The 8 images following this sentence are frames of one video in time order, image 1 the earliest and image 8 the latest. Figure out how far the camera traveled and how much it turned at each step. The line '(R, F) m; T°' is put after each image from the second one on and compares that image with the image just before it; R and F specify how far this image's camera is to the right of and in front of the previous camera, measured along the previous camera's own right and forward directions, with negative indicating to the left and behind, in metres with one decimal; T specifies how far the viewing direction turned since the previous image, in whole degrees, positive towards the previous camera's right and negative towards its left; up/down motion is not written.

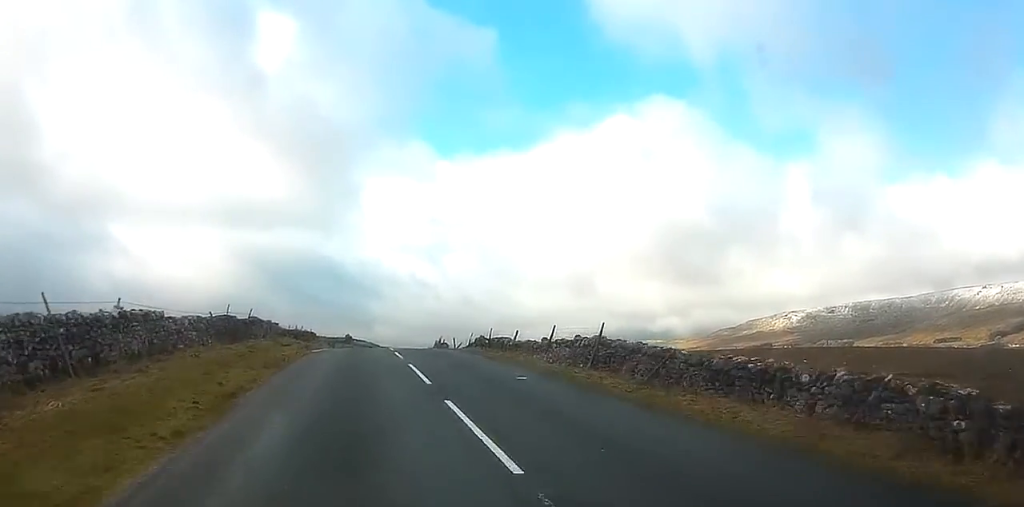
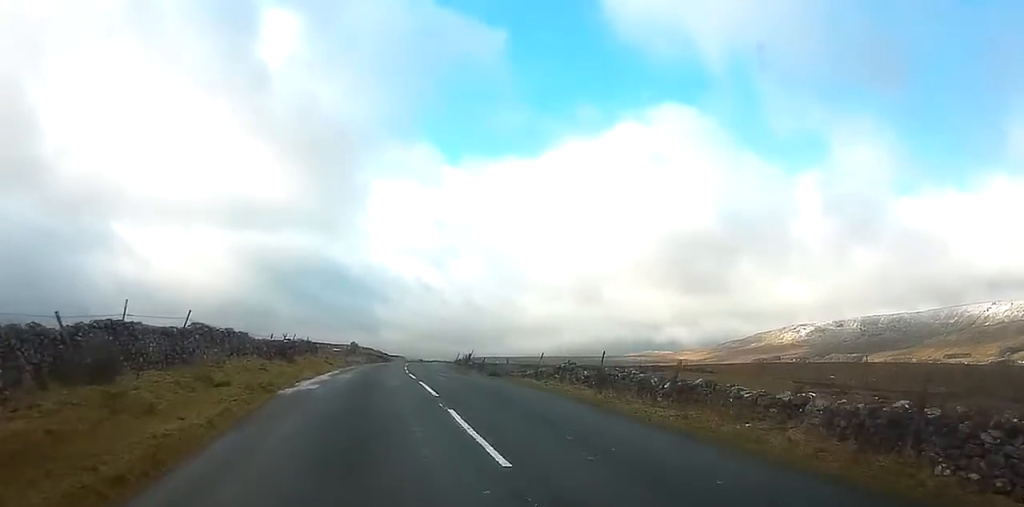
(0.0, +19.5) m; 0°
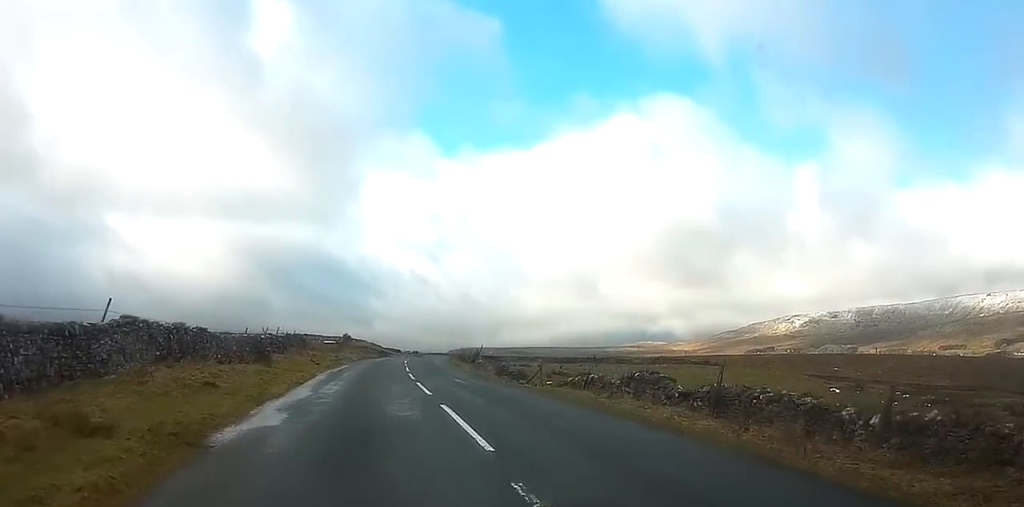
(0.0, +8.9) m; 0°
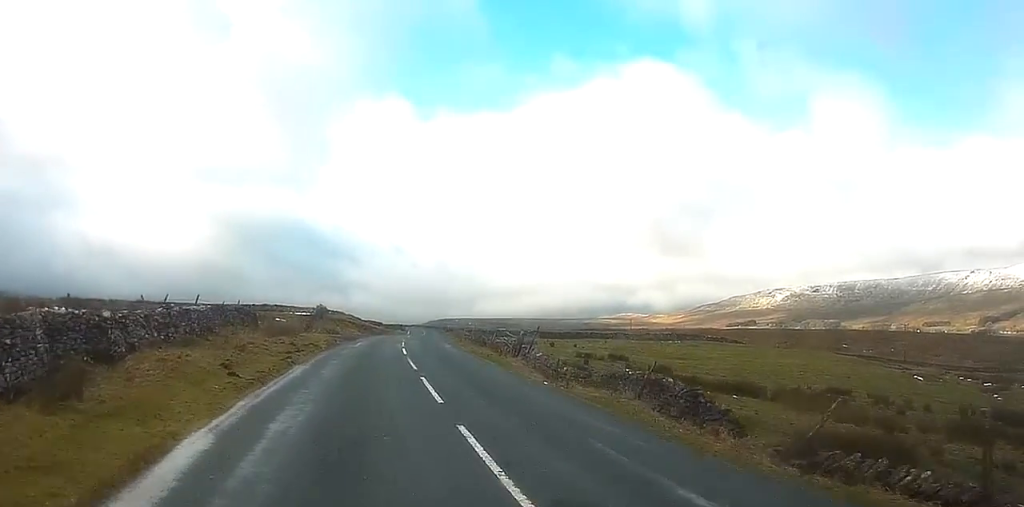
(+0.3, +23.6) m; +1°
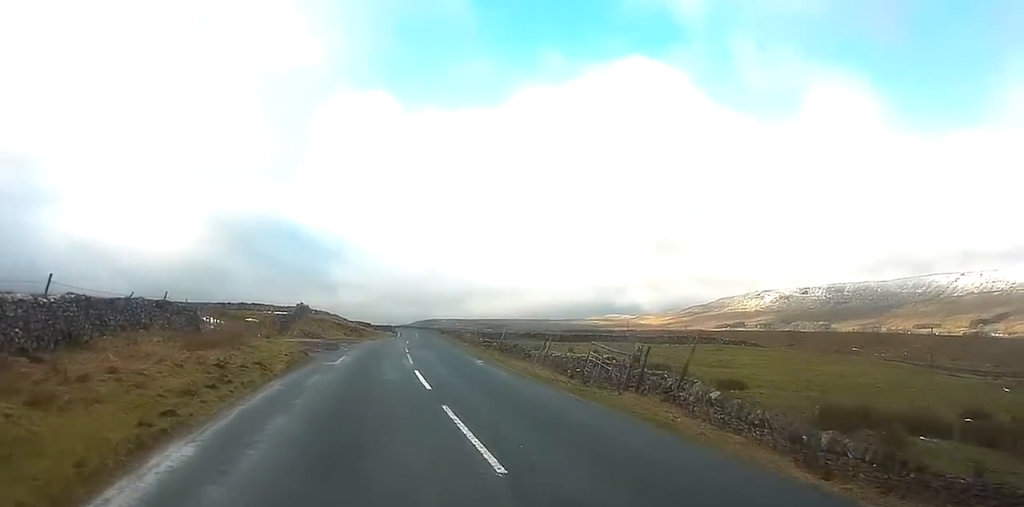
(+0.1, +16.4) m; 0°
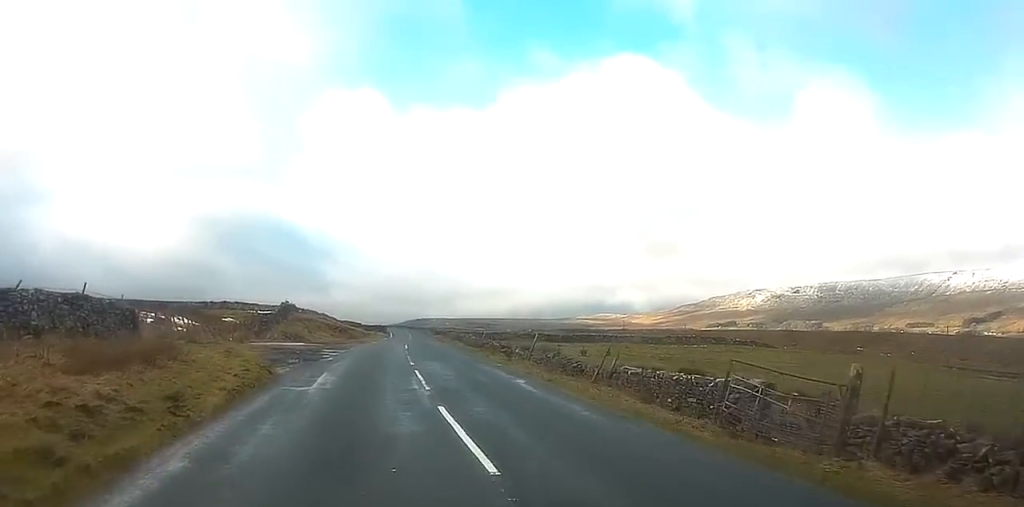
(0.0, +9.3) m; 0°
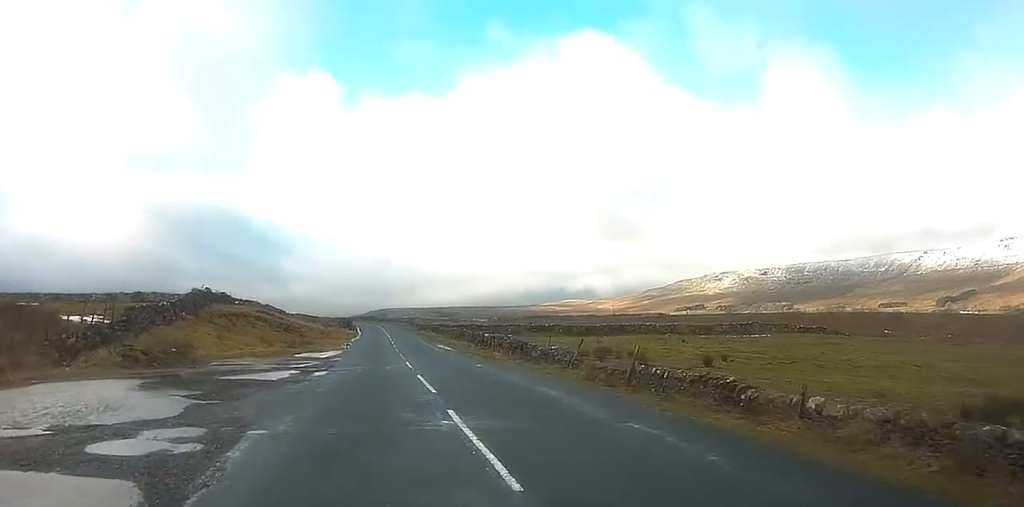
(+0.7, +36.1) m; +2°
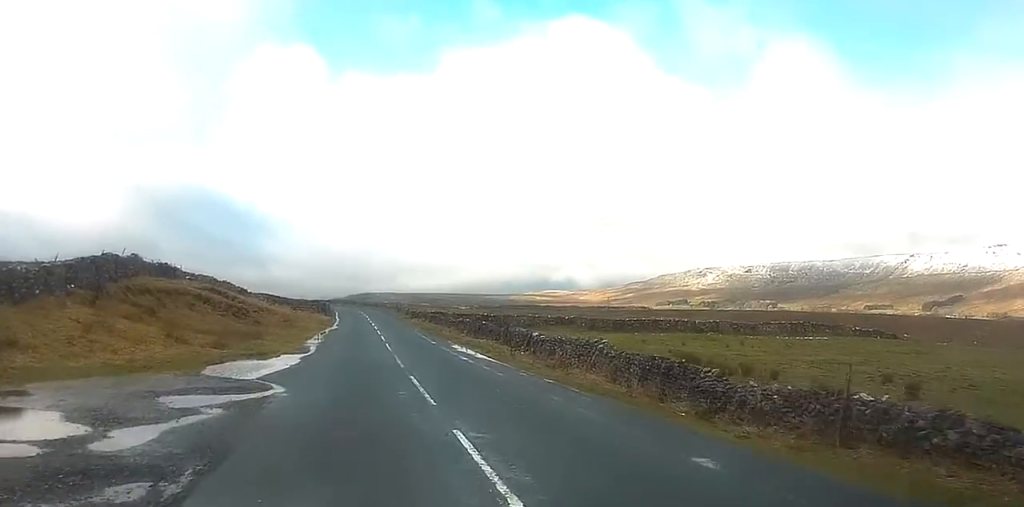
(+0.2, +18.5) m; +1°
